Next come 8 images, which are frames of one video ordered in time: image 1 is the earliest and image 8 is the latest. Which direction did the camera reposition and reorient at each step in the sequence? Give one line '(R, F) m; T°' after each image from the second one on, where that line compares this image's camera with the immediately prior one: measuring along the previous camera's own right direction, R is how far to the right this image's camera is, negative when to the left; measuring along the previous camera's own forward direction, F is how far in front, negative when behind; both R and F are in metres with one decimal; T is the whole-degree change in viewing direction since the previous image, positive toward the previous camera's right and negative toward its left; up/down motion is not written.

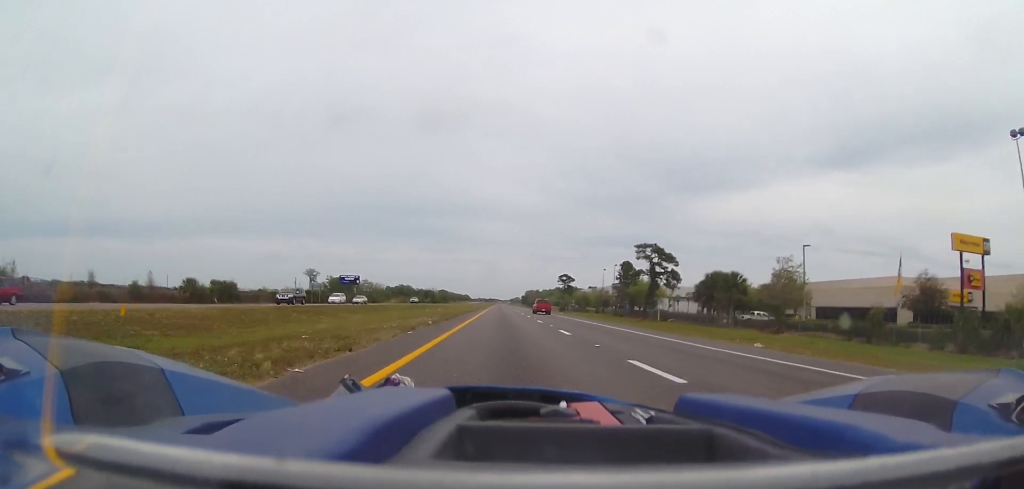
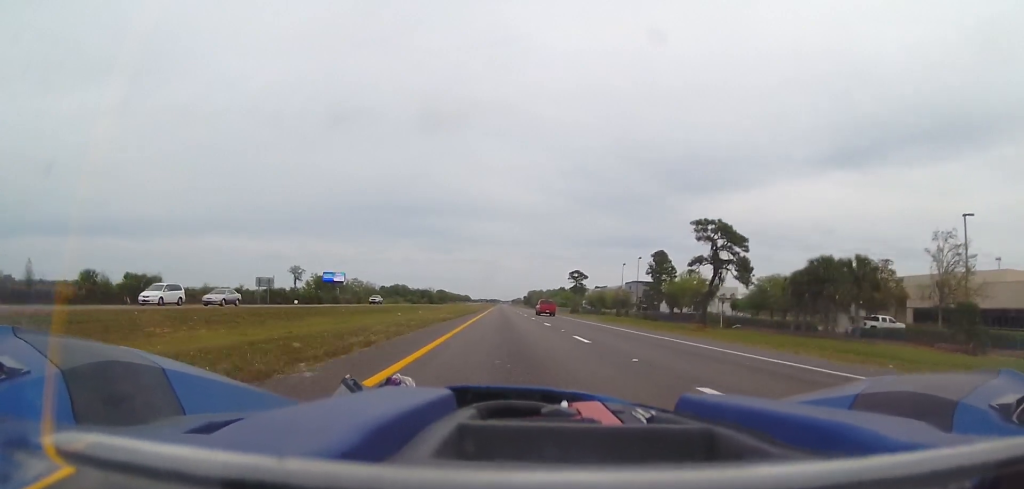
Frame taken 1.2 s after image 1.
(0.0, +28.3) m; +1°
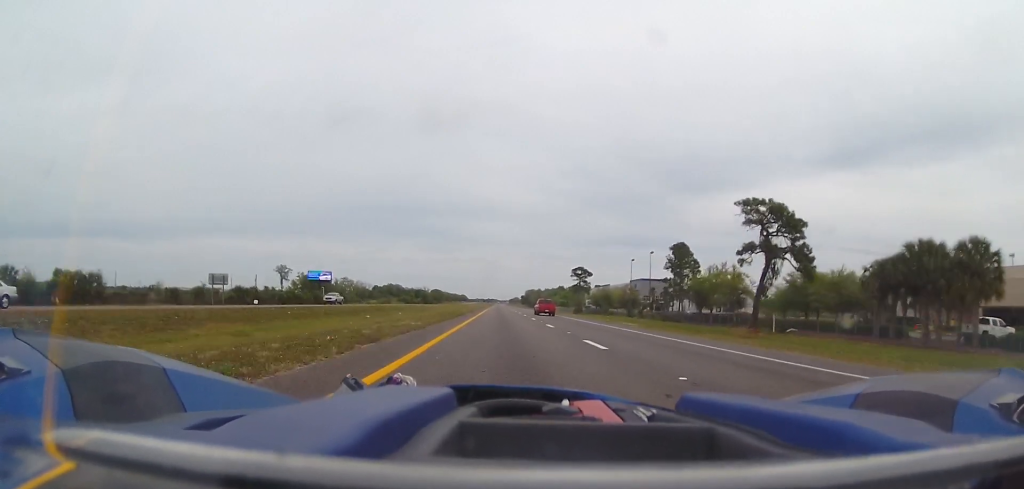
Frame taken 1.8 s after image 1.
(+0.1, +15.1) m; +1°
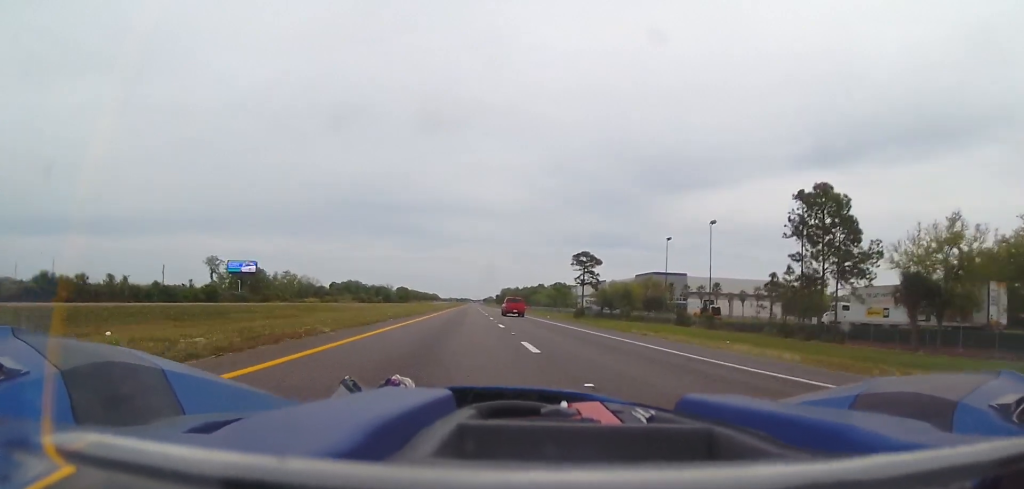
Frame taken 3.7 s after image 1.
(+0.7, +50.2) m; +1°
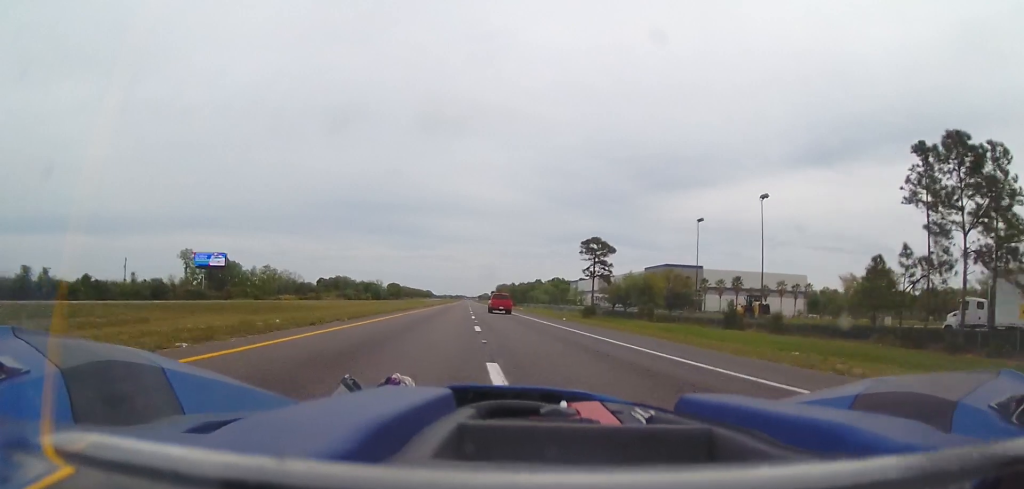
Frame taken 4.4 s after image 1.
(-0.1, +18.3) m; +1°
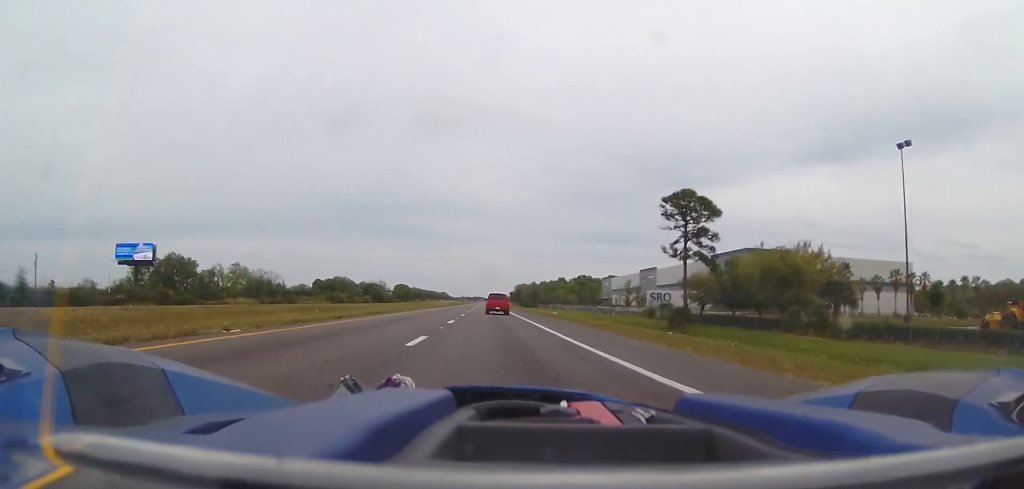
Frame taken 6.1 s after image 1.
(-0.4, +44.4) m; -2°
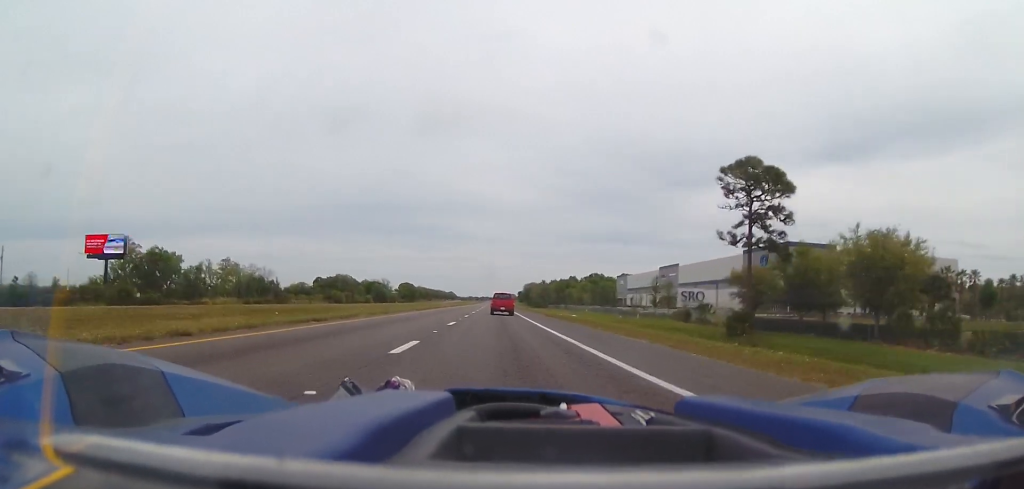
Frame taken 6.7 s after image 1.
(-0.2, +13.8) m; -1°
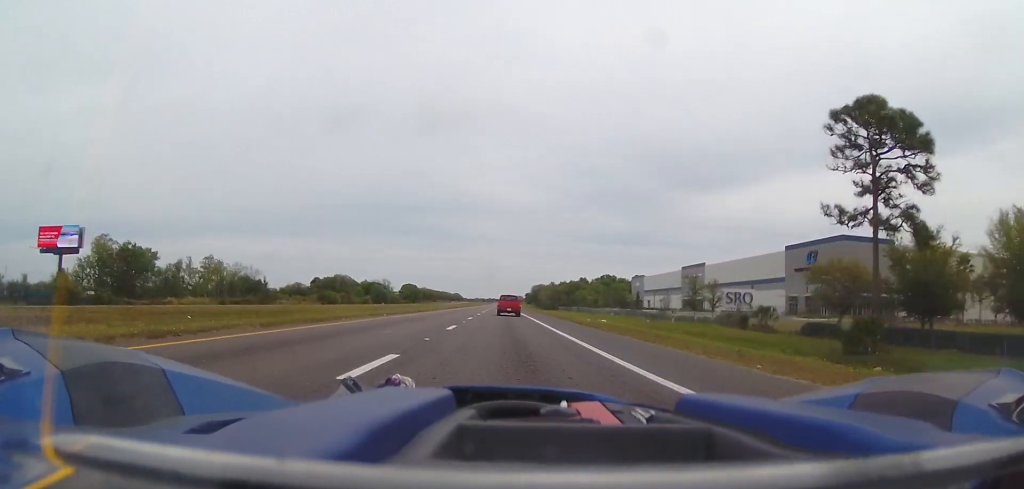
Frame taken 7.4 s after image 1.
(0.0, +15.6) m; 0°
